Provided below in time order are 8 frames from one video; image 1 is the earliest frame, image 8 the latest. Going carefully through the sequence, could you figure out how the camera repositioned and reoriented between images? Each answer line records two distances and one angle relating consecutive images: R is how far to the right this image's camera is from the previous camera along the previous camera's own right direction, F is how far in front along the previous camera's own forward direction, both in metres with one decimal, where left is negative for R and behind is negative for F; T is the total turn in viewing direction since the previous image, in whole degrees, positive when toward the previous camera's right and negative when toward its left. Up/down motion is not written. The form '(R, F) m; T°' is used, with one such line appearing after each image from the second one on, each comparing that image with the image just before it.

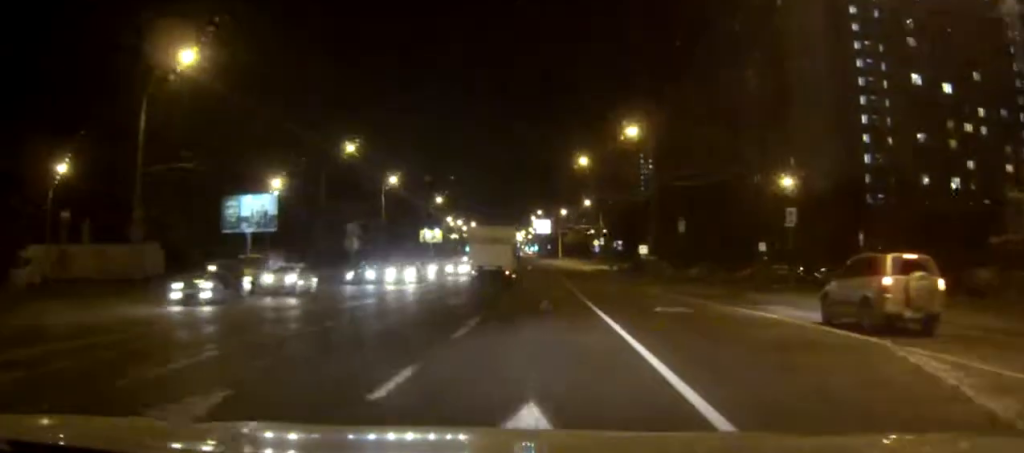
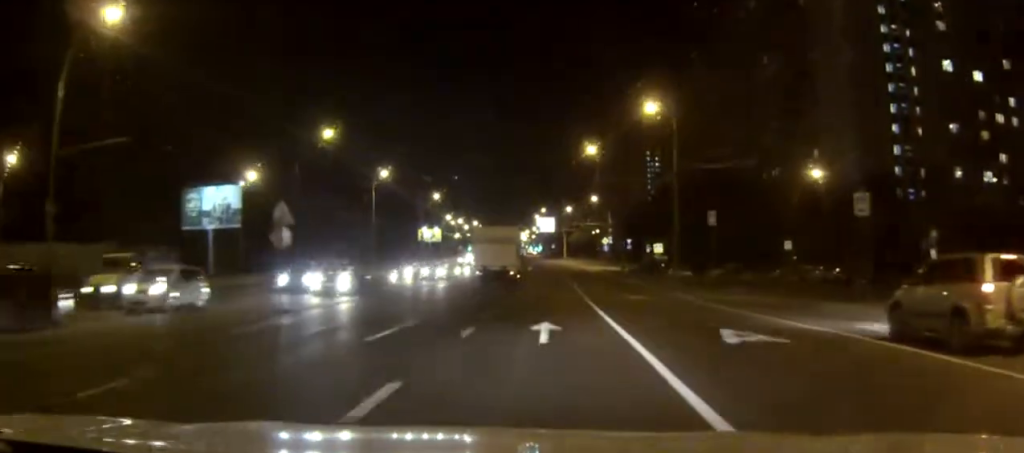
(0.0, +9.8) m; 0°
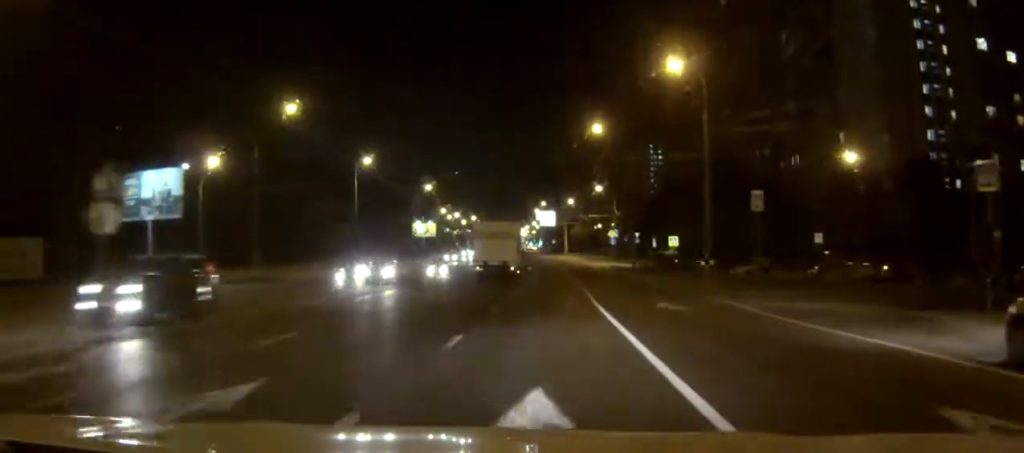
(0.0, +10.7) m; 0°
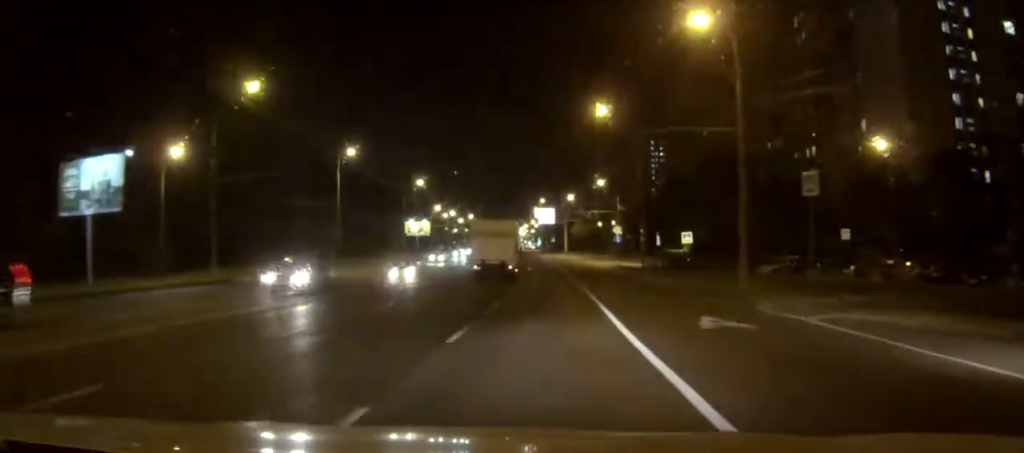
(0.0, +8.0) m; 0°
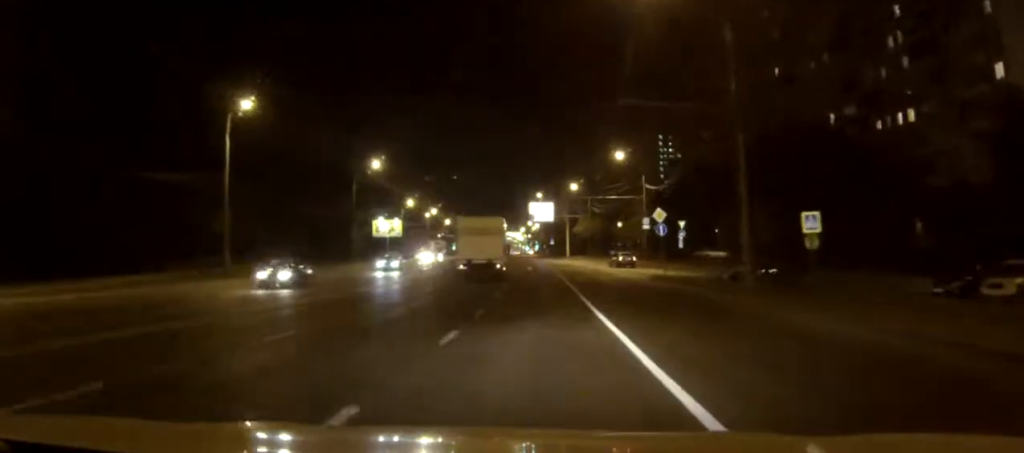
(-0.1, +32.5) m; 0°
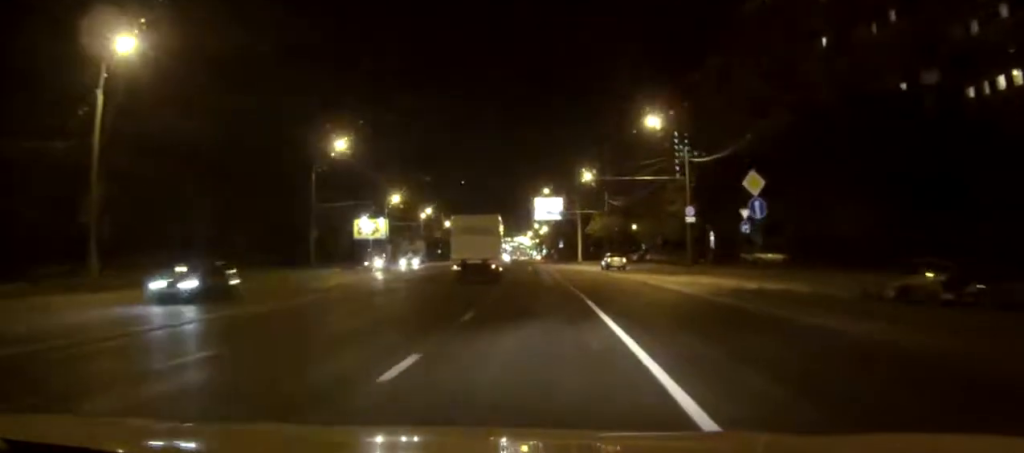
(-0.1, +20.6) m; 0°
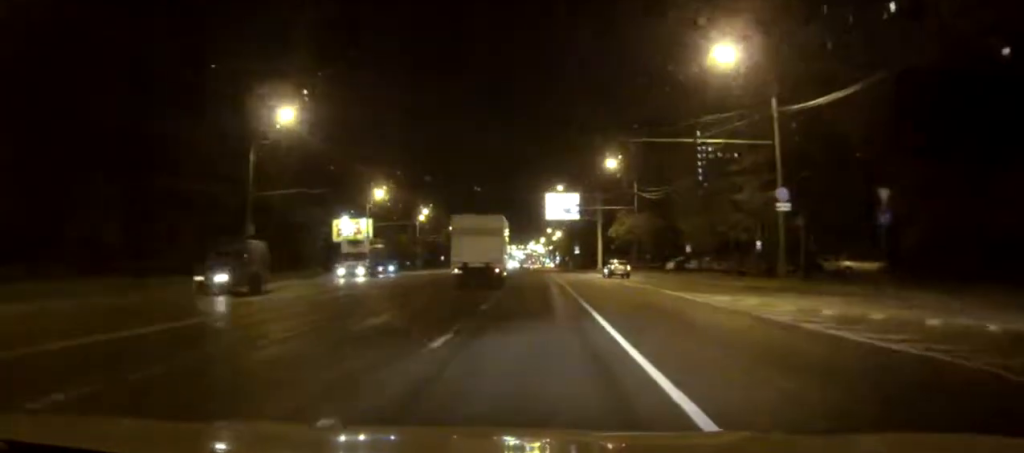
(-0.1, +20.3) m; -1°
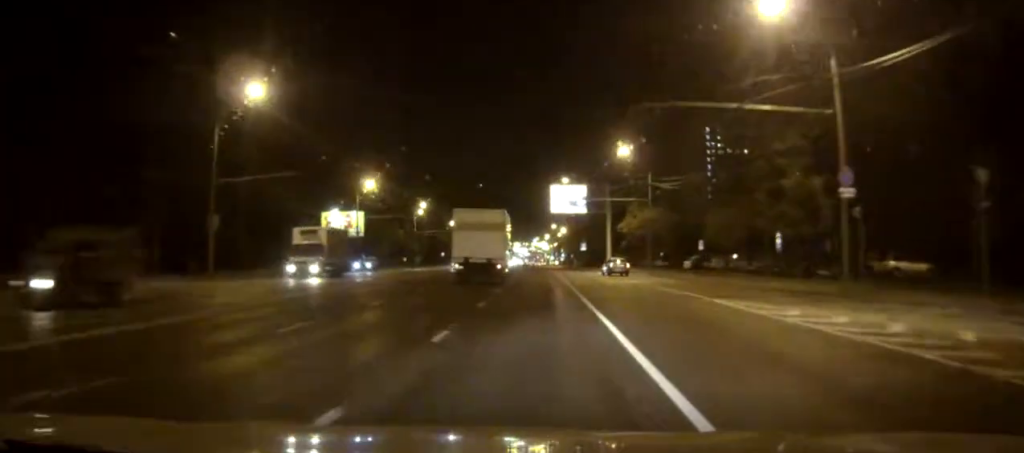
(0.0, +7.7) m; 0°
